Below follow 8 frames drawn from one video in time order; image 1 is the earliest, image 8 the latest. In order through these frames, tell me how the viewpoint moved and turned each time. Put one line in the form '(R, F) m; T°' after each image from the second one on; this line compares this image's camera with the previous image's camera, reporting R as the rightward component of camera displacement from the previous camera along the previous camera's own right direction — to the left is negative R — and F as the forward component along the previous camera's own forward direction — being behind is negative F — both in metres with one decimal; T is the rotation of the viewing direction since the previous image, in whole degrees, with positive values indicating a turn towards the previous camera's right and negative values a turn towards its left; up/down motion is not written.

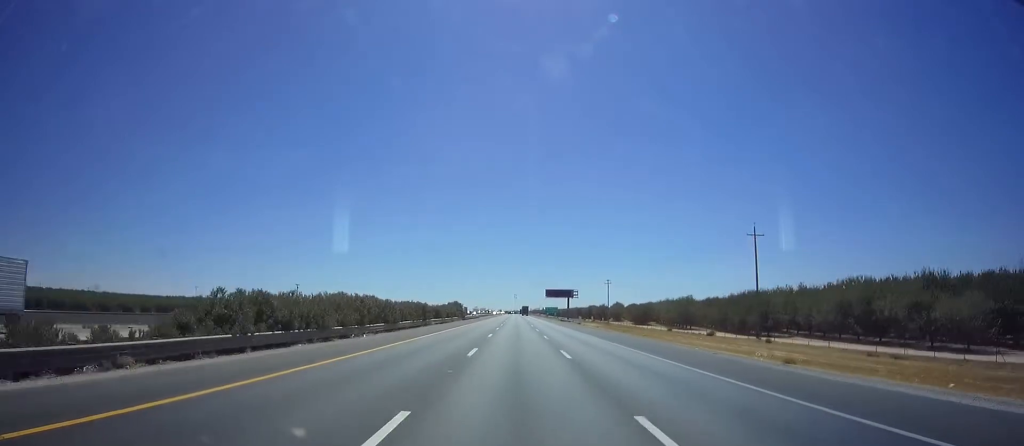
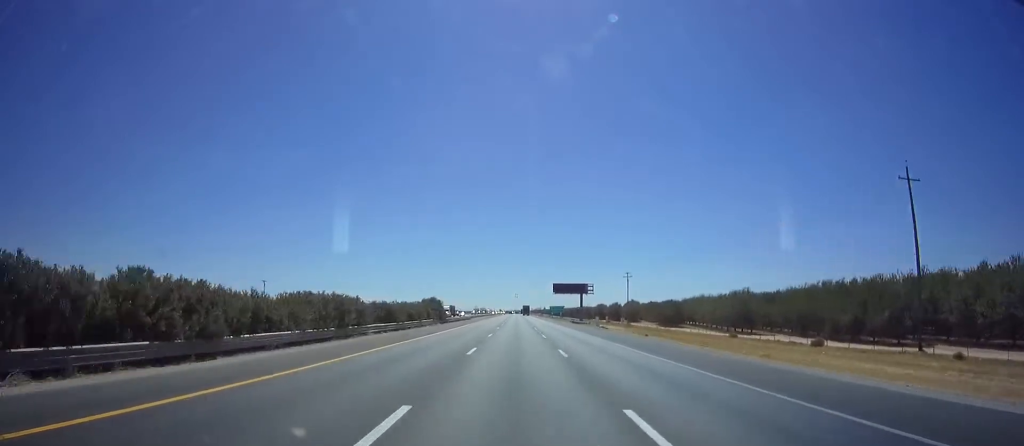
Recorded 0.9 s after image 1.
(+0.2, +28.9) m; 0°
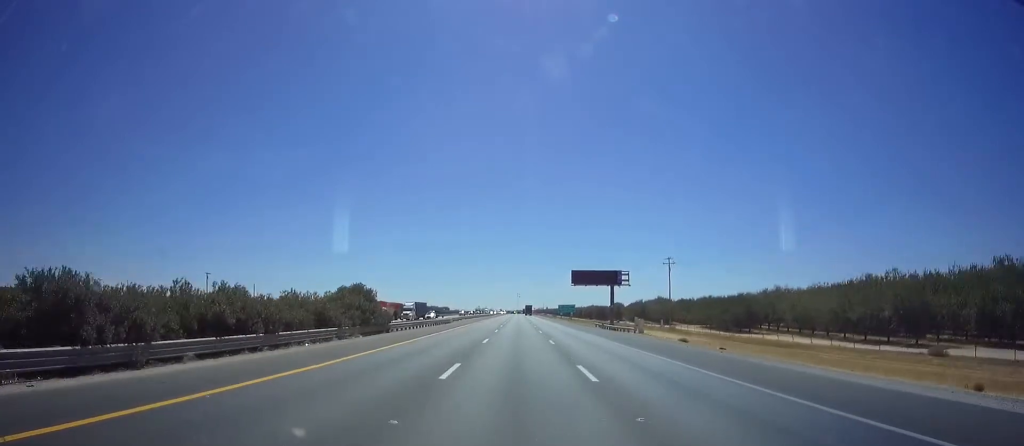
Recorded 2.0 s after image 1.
(0.0, +36.7) m; -1°
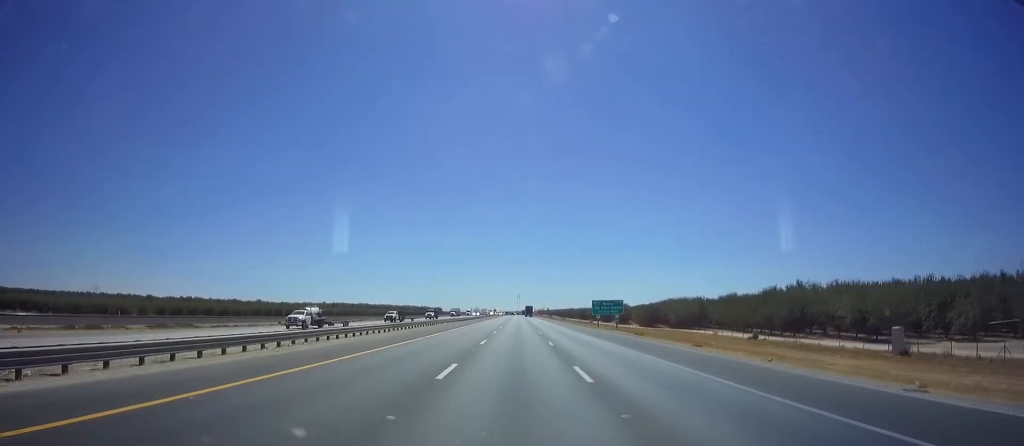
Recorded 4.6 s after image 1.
(-0.2, +87.9) m; +1°
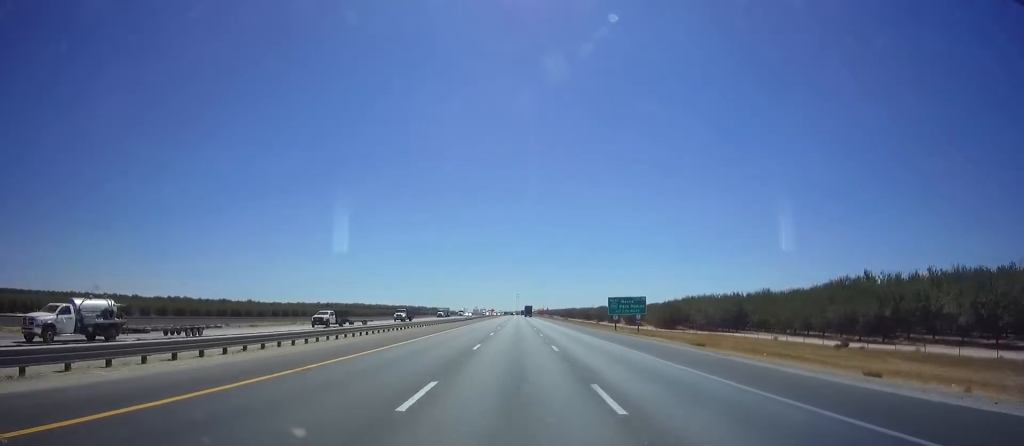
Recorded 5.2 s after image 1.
(0.0, +18.9) m; 0°
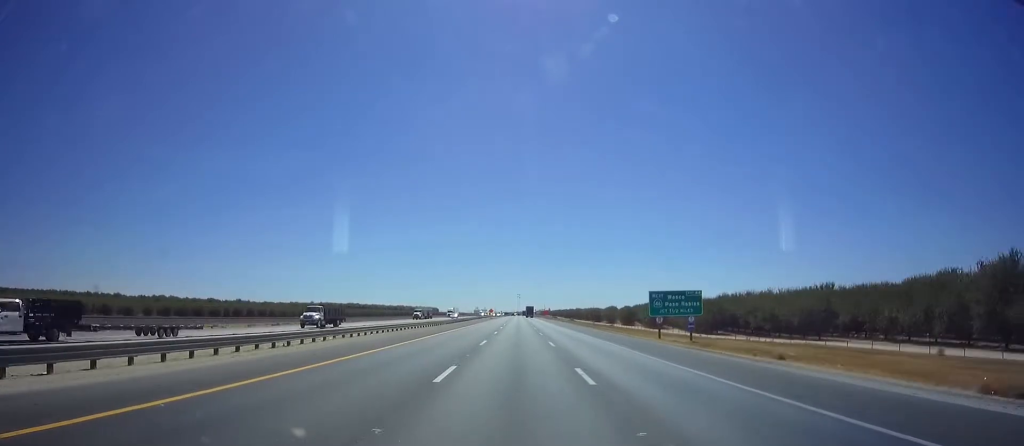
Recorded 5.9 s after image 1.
(0.0, +25.6) m; -1°
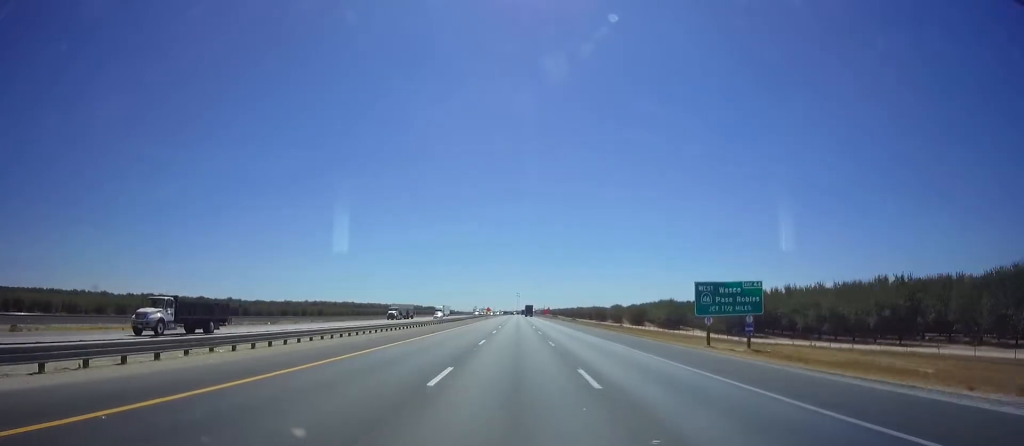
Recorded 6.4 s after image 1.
(+0.1, +15.6) m; -1°
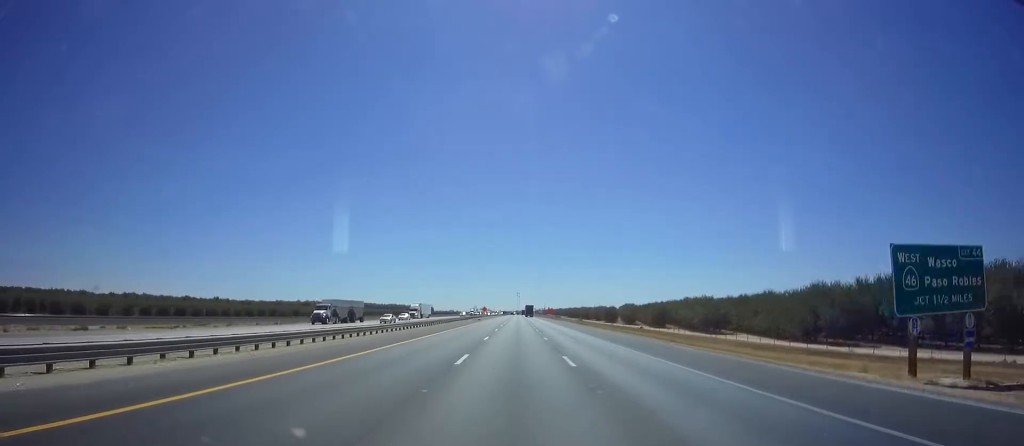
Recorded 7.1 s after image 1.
(-0.5, +24.5) m; 0°
